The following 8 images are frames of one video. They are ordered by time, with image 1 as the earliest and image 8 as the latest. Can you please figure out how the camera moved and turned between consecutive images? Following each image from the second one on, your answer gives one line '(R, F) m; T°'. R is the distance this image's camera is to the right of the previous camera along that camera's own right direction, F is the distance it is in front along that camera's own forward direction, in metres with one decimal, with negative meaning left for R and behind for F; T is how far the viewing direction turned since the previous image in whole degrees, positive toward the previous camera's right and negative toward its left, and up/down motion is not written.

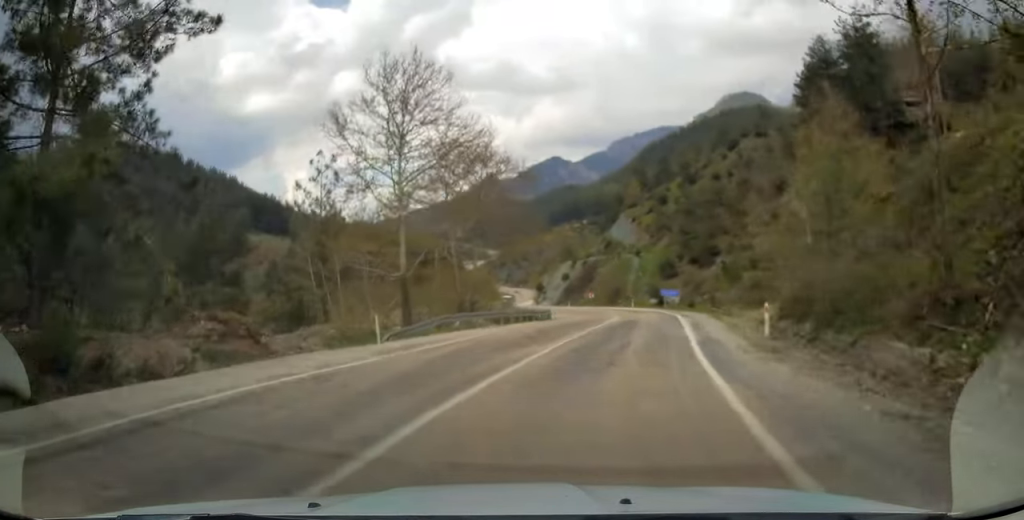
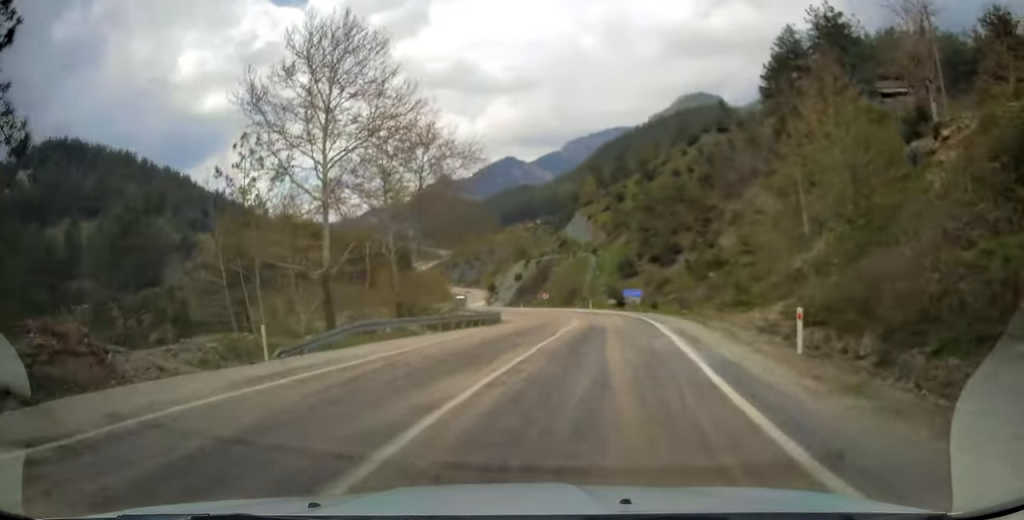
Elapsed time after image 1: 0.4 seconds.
(+0.5, +5.4) m; +4°
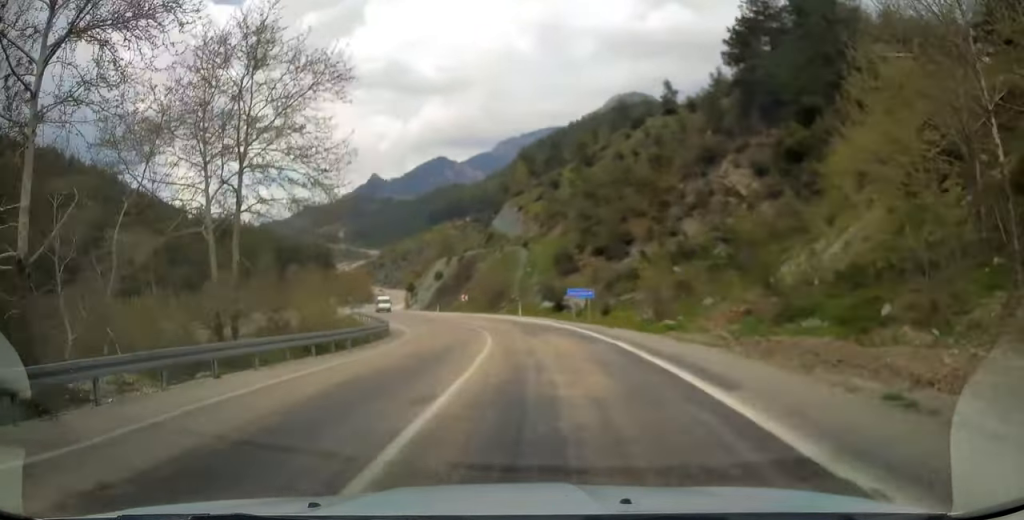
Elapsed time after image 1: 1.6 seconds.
(+1.3, +16.6) m; +5°
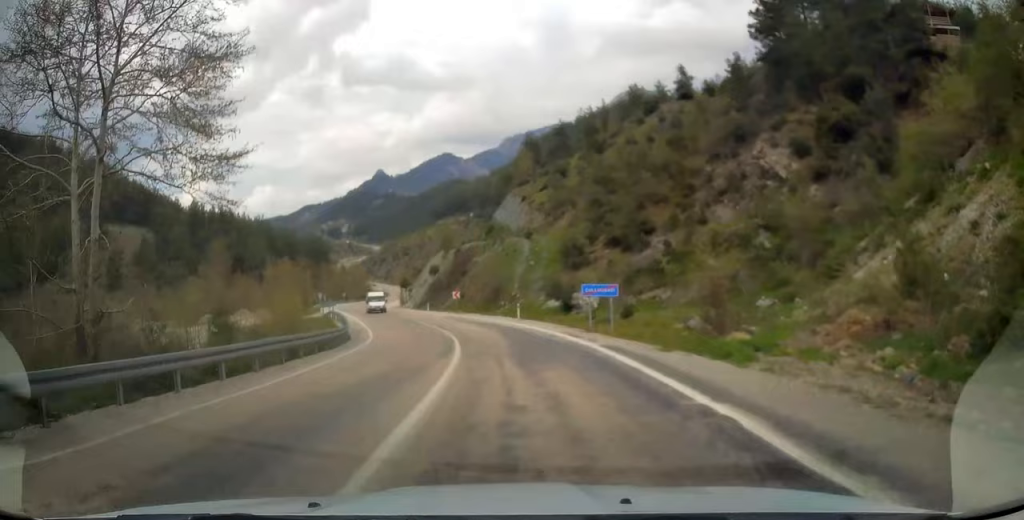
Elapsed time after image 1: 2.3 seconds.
(0.0, +9.9) m; -1°
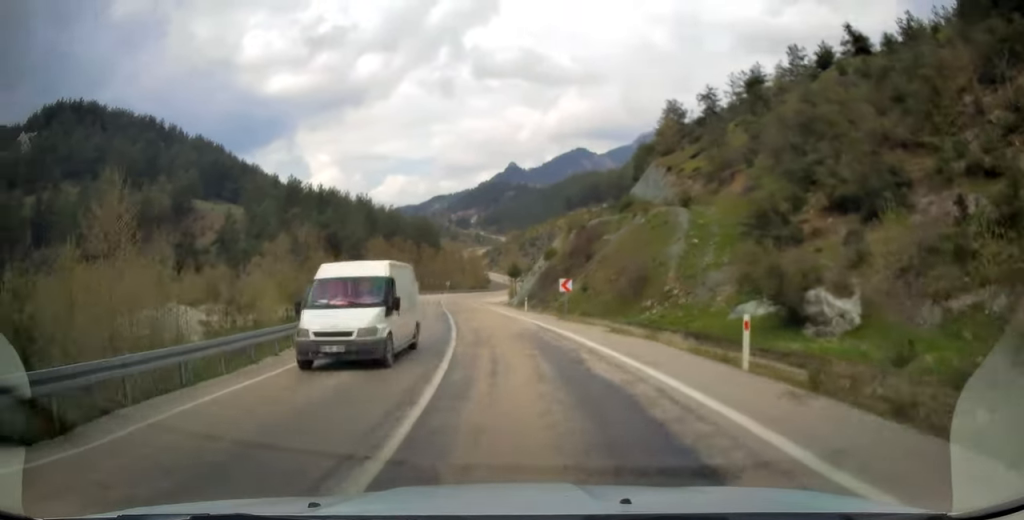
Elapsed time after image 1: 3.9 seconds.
(-1.4, +25.5) m; -10°
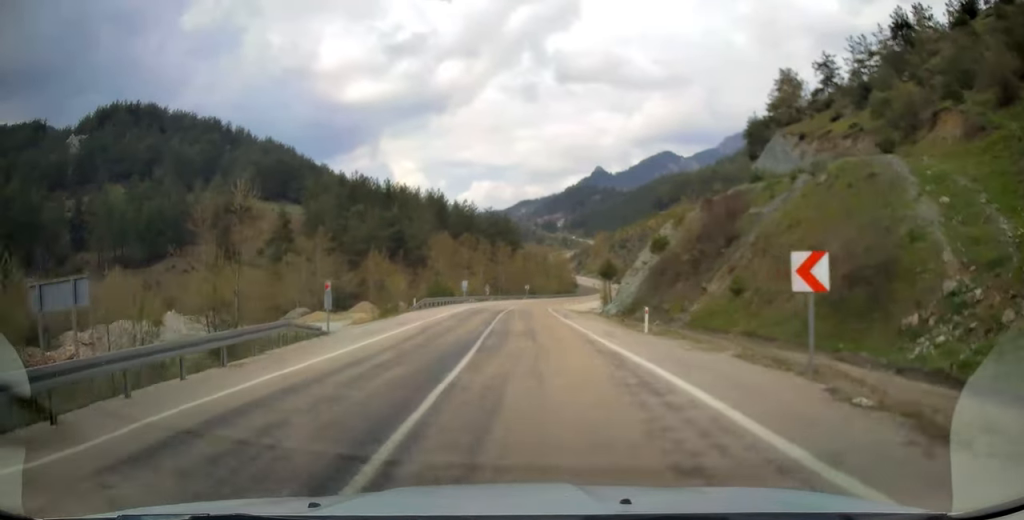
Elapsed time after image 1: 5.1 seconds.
(-2.2, +20.1) m; -9°
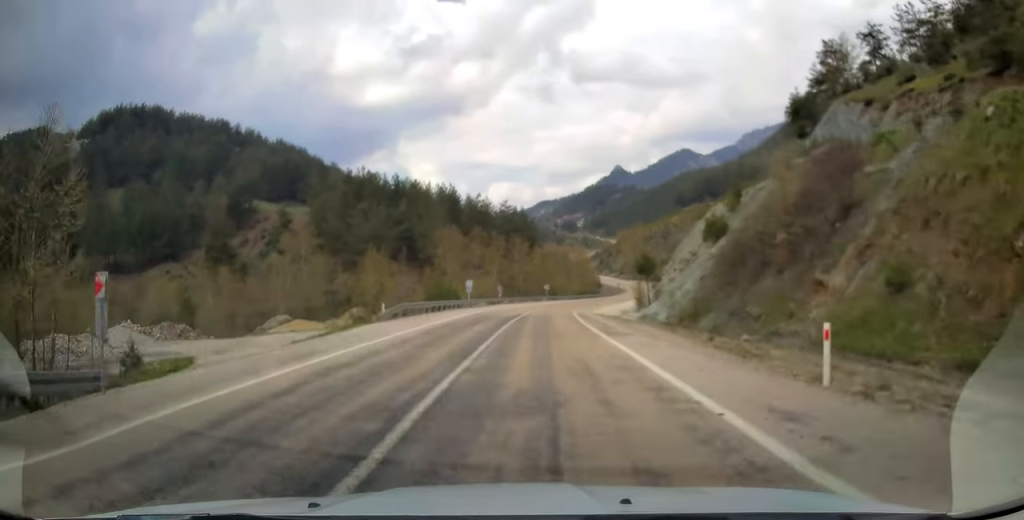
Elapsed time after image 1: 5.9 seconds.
(-0.4, +12.6) m; -3°
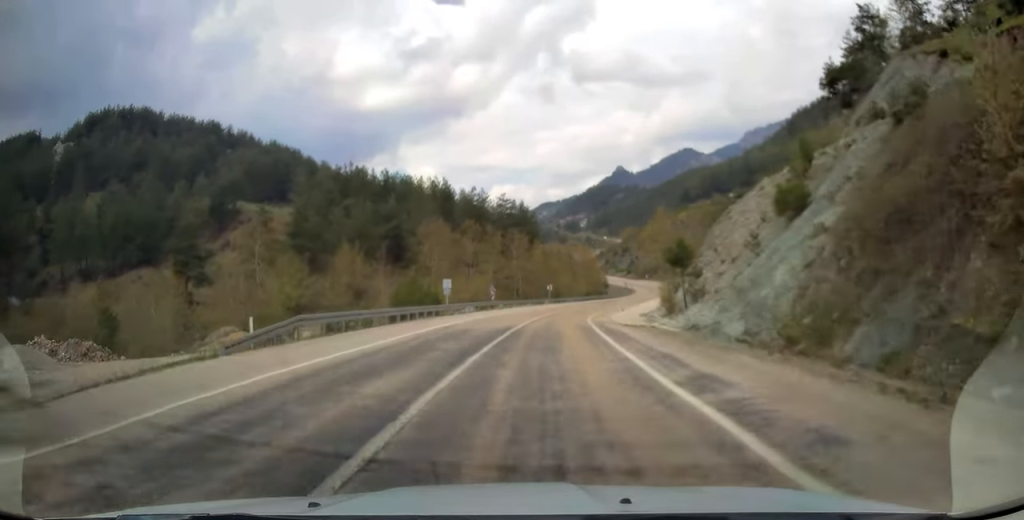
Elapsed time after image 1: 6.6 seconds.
(-0.2, +14.0) m; -1°
